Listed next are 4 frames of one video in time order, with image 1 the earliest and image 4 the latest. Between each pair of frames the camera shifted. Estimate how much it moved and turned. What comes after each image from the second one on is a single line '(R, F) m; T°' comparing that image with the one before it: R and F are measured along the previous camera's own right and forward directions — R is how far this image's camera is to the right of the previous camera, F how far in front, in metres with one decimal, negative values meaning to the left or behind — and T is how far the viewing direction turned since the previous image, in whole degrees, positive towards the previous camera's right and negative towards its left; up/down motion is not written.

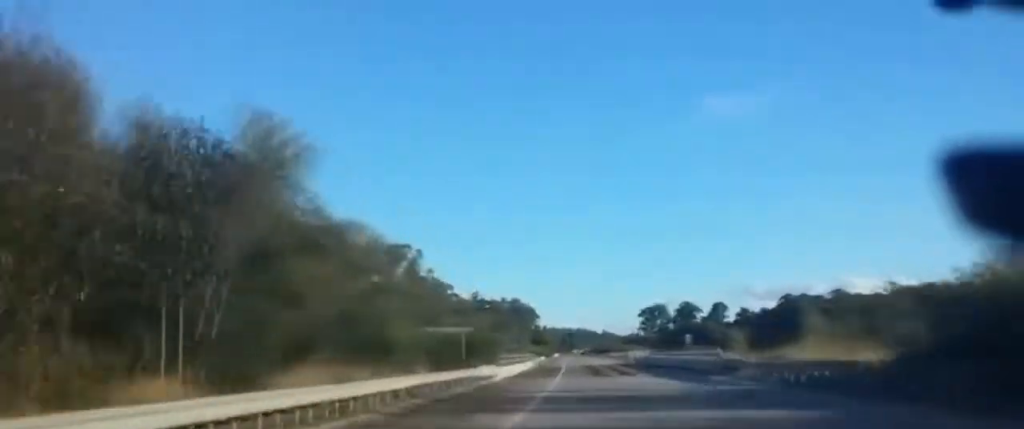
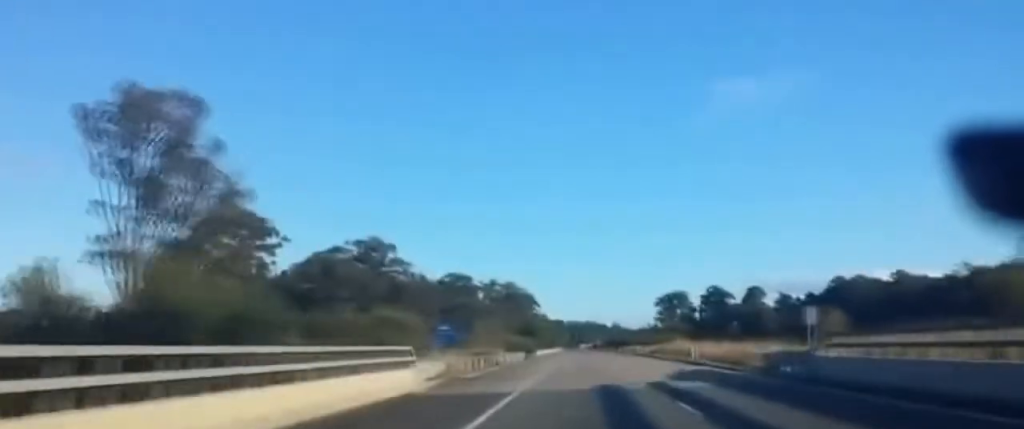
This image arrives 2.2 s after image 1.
(+0.8, +70.3) m; +1°
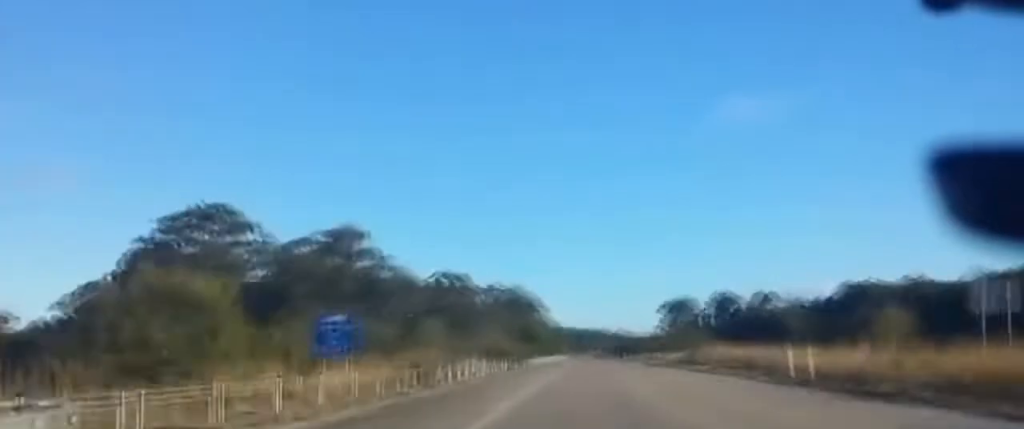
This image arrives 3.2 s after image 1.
(-0.2, +31.4) m; 0°
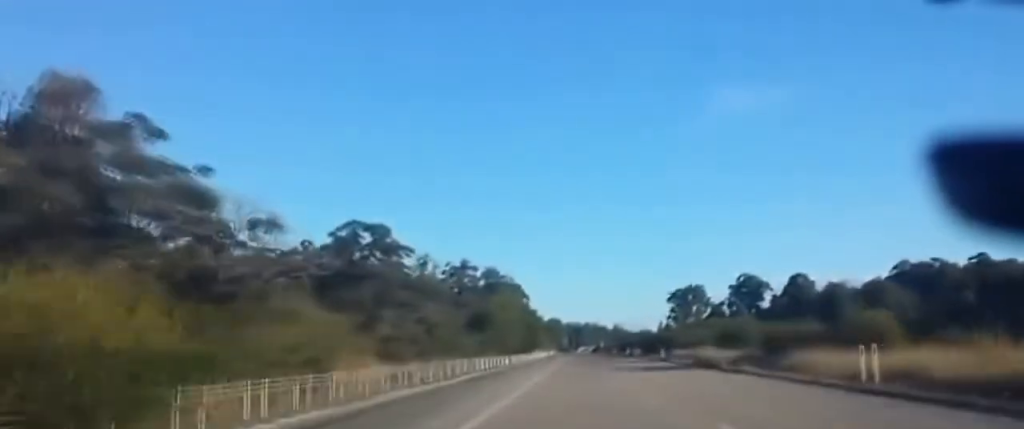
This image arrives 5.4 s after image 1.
(+0.1, +68.2) m; 0°
